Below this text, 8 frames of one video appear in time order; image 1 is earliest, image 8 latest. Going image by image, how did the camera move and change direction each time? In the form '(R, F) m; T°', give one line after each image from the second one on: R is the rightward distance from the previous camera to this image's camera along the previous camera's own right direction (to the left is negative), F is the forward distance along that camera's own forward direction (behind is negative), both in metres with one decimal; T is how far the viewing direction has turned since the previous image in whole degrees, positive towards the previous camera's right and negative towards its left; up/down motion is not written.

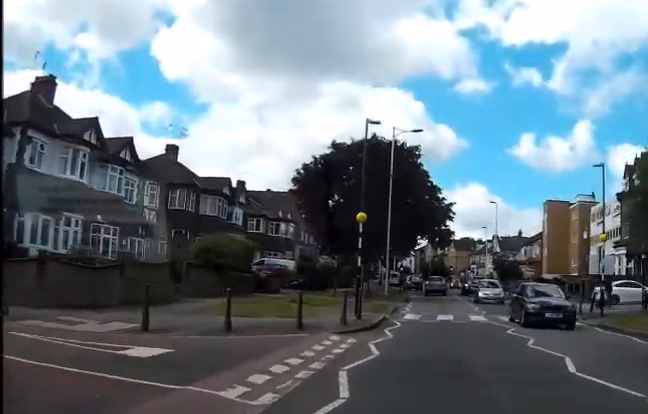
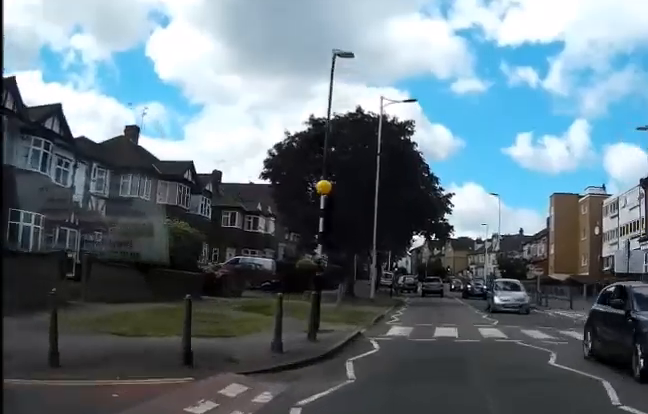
(0.0, +6.7) m; +1°
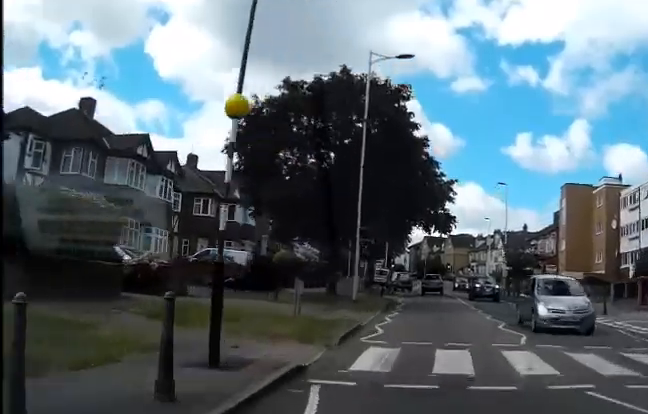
(0.0, +6.5) m; 0°
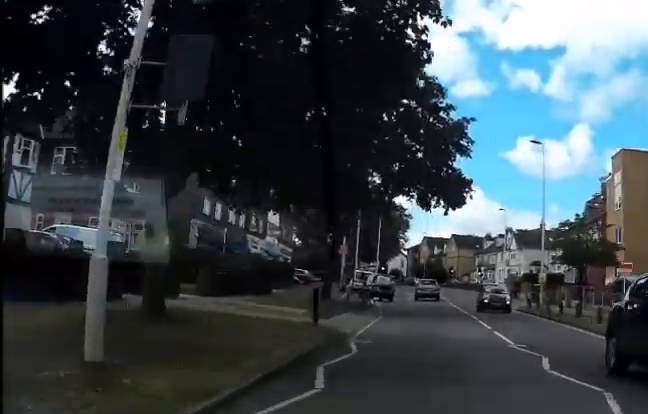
(+0.2, +19.3) m; 0°
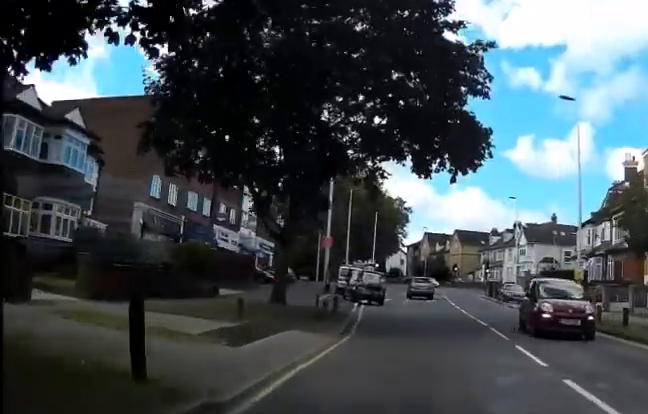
(-0.1, +9.2) m; -2°
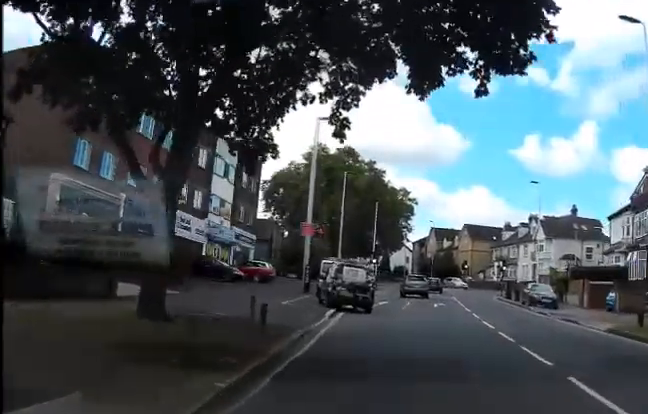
(-0.1, +9.6) m; -1°
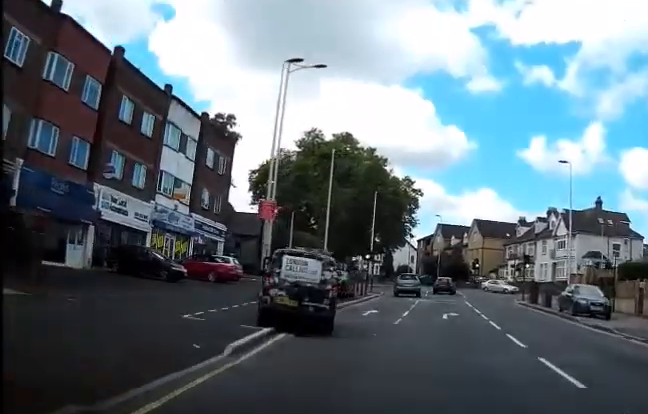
(0.0, +10.3) m; -1°
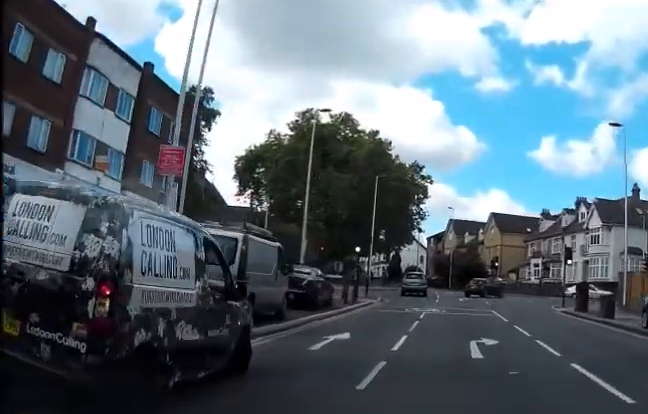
(-0.2, +11.1) m; -1°
